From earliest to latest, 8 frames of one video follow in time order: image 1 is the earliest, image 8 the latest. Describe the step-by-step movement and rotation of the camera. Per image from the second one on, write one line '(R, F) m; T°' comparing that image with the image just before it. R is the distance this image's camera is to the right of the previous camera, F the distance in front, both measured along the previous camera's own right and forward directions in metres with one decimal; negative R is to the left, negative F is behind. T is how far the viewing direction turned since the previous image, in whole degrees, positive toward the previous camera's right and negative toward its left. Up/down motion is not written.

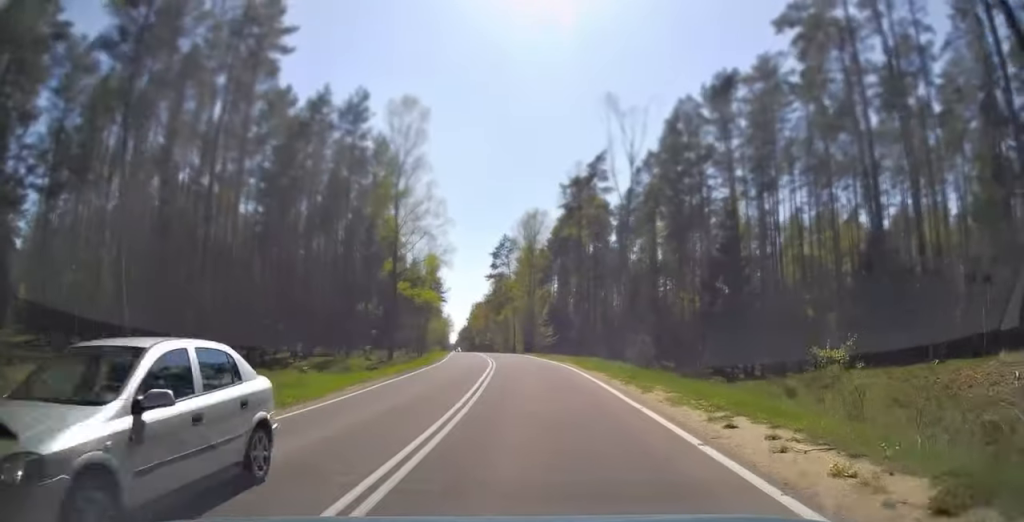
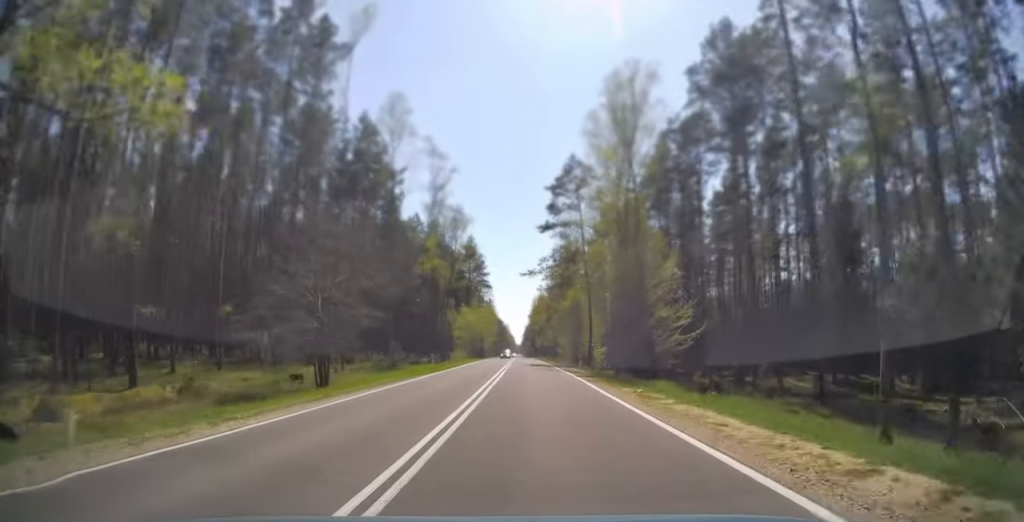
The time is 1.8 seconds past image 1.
(-2.6, +49.5) m; -5°
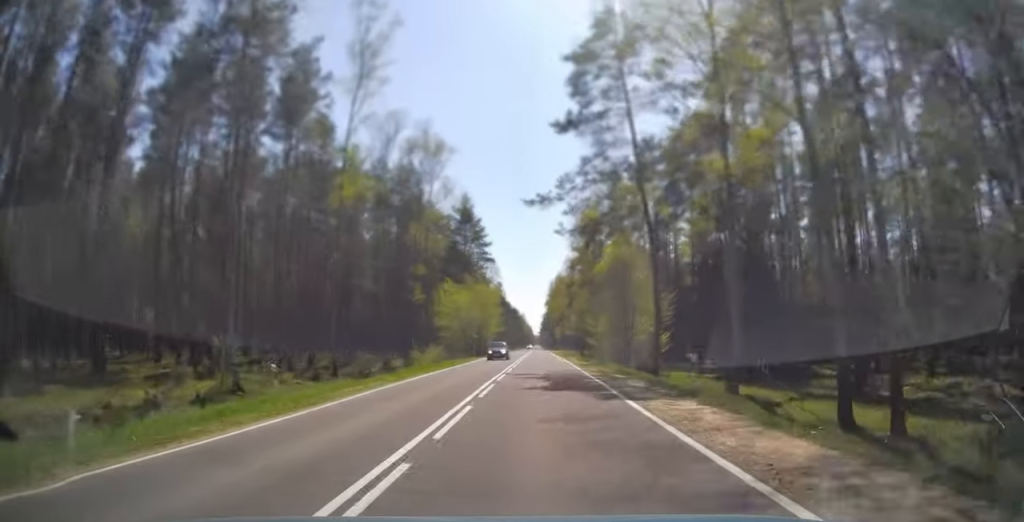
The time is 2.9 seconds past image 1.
(-0.1, +28.7) m; -1°
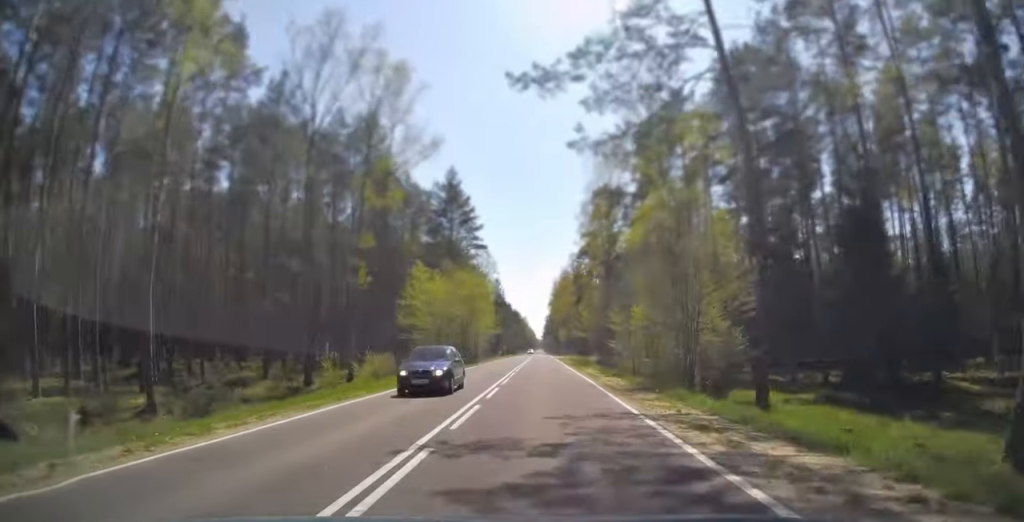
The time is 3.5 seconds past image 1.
(-0.2, +16.5) m; -1°
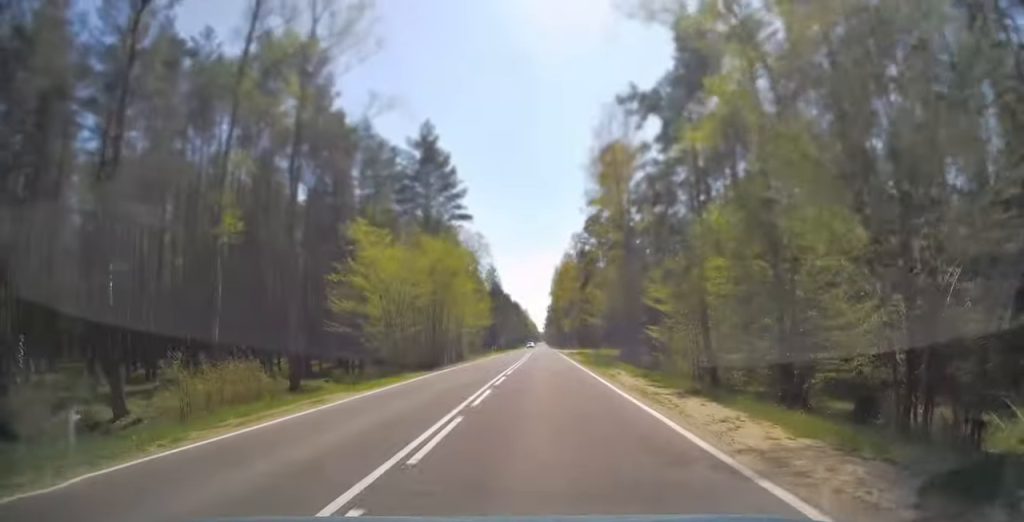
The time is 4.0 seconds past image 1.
(-0.1, +15.2) m; 0°
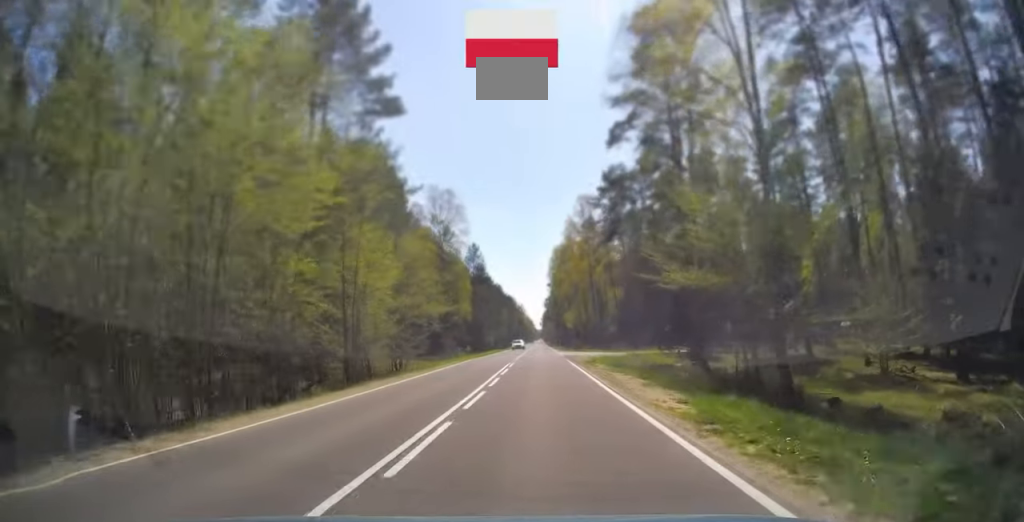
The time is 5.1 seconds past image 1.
(-0.1, +30.5) m; 0°
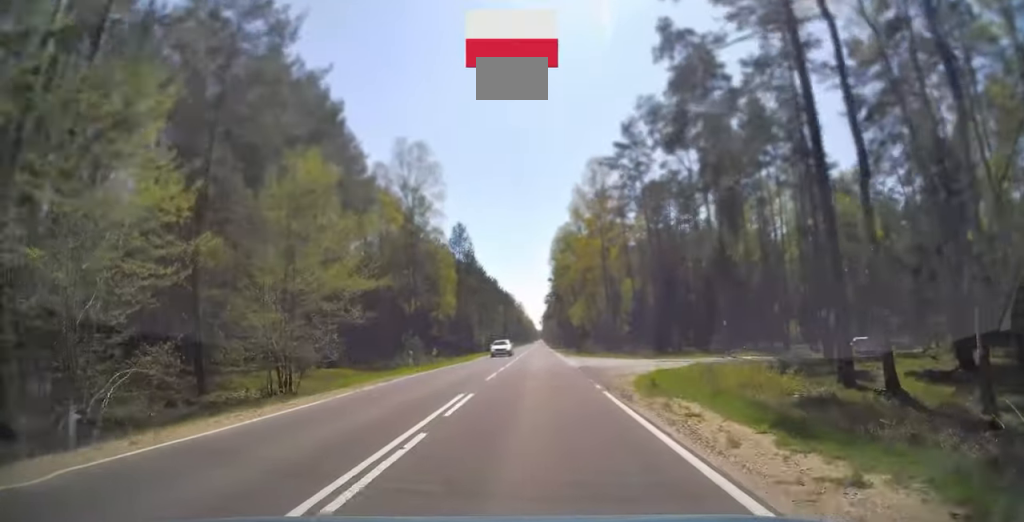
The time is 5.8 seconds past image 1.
(0.0, +19.4) m; 0°
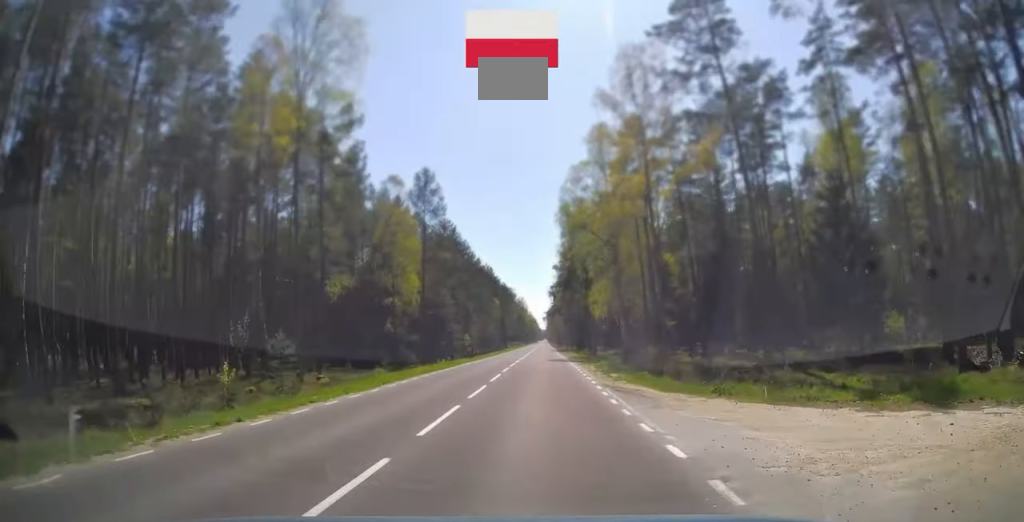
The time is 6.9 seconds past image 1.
(0.0, +29.0) m; 0°
